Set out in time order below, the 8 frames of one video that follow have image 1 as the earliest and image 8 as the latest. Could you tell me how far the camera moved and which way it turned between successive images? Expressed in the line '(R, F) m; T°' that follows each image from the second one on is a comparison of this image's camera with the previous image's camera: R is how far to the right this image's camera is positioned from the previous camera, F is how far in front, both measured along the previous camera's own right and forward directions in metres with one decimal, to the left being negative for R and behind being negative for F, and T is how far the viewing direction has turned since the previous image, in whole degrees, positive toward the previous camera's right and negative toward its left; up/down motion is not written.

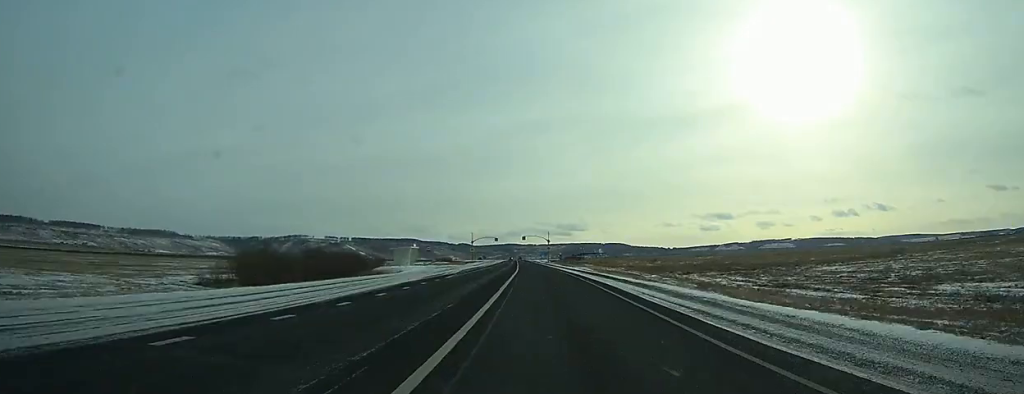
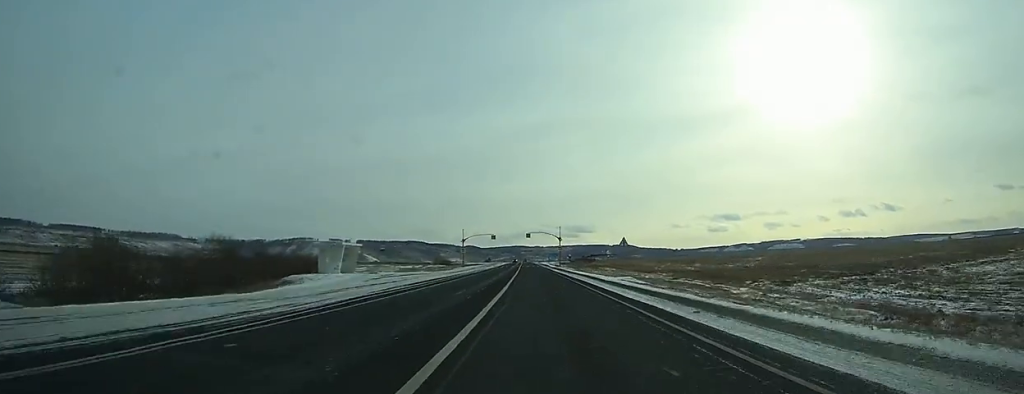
(-0.4, +34.7) m; -1°
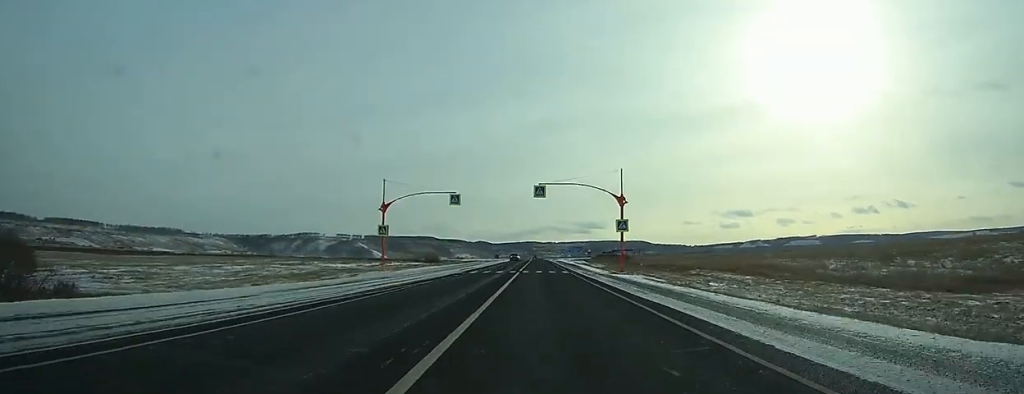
(-1.2, +79.4) m; -1°
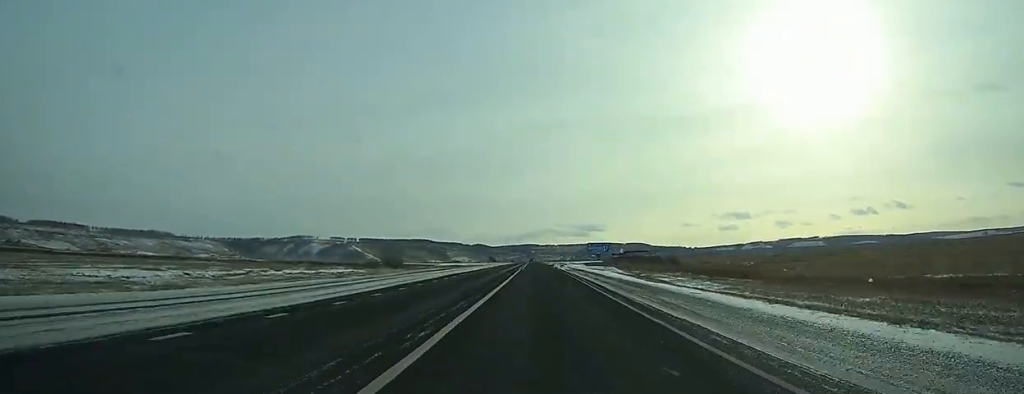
(-0.4, +69.2) m; -1°
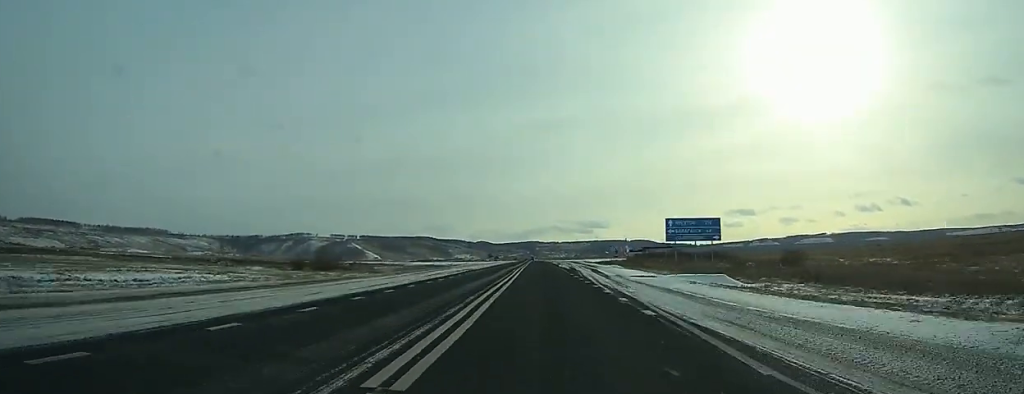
(-0.1, +52.4) m; 0°
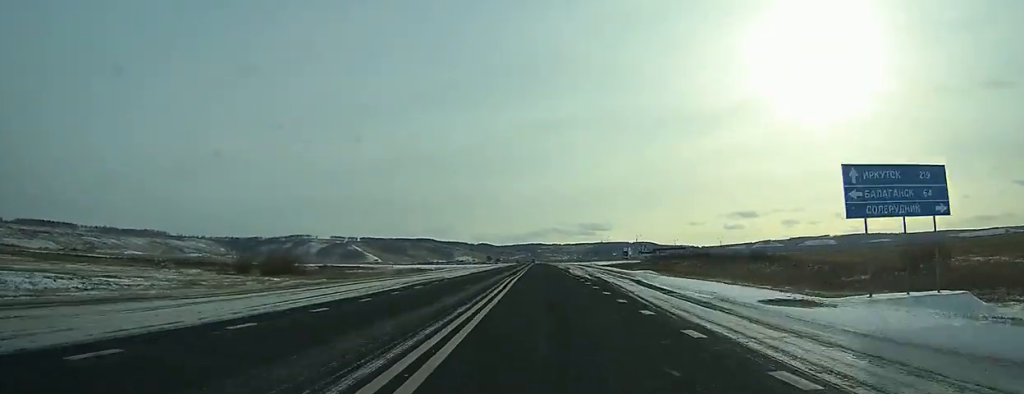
(0.0, +21.1) m; 0°
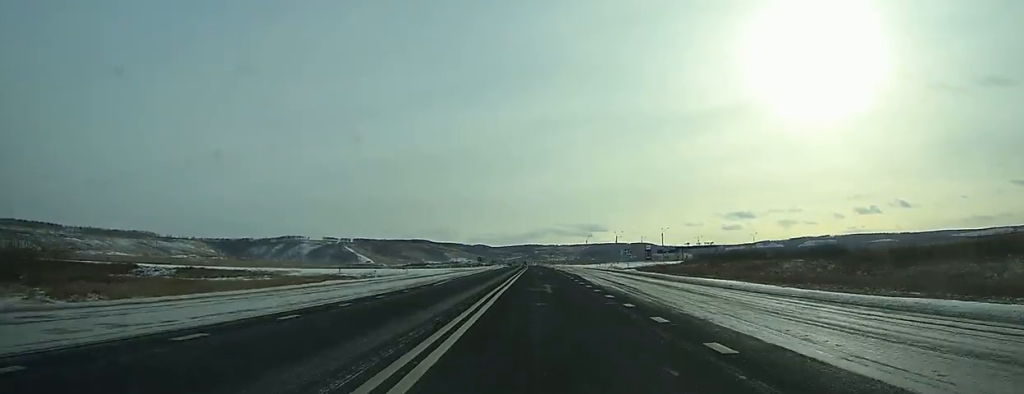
(-0.1, +47.7) m; 0°
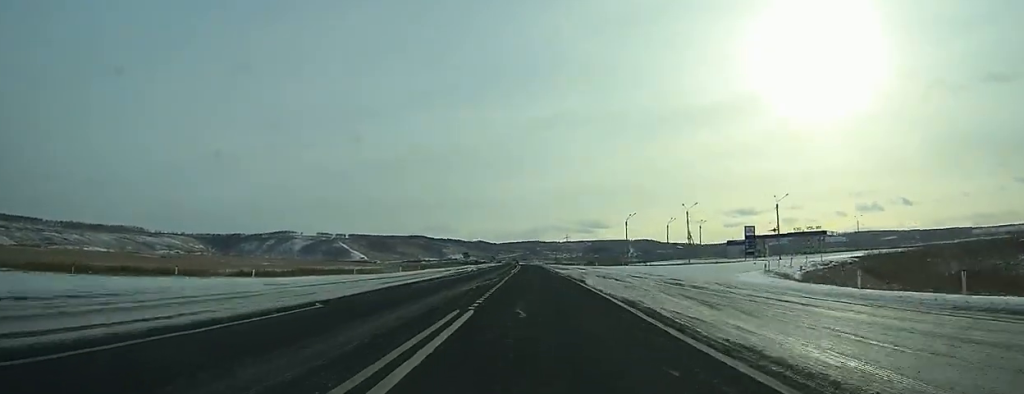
(+0.1, +87.8) m; 0°
